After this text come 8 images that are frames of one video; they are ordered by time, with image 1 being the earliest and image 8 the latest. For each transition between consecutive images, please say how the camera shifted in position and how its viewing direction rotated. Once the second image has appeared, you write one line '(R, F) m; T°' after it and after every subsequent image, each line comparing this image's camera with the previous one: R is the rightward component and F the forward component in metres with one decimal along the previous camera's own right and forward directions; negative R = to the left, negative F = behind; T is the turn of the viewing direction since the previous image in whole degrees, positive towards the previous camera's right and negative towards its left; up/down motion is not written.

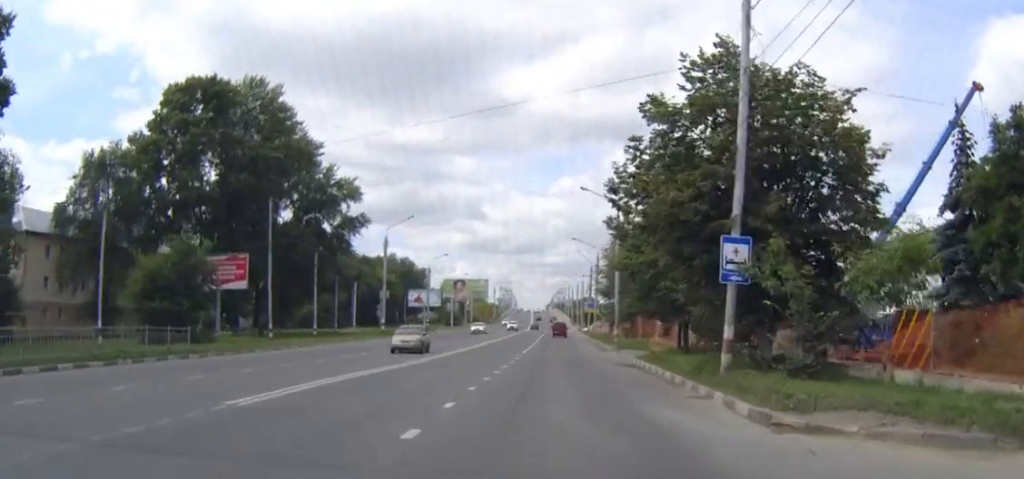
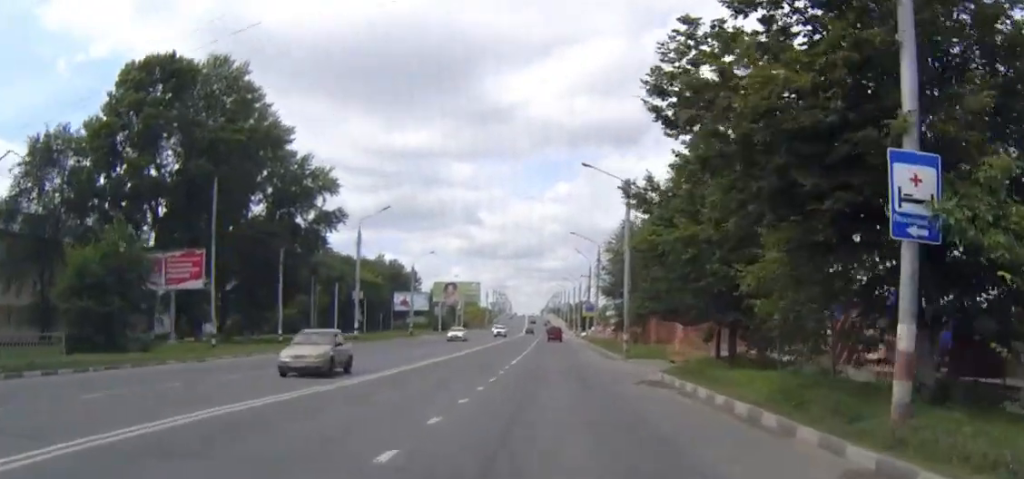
(0.0, +9.7) m; 0°
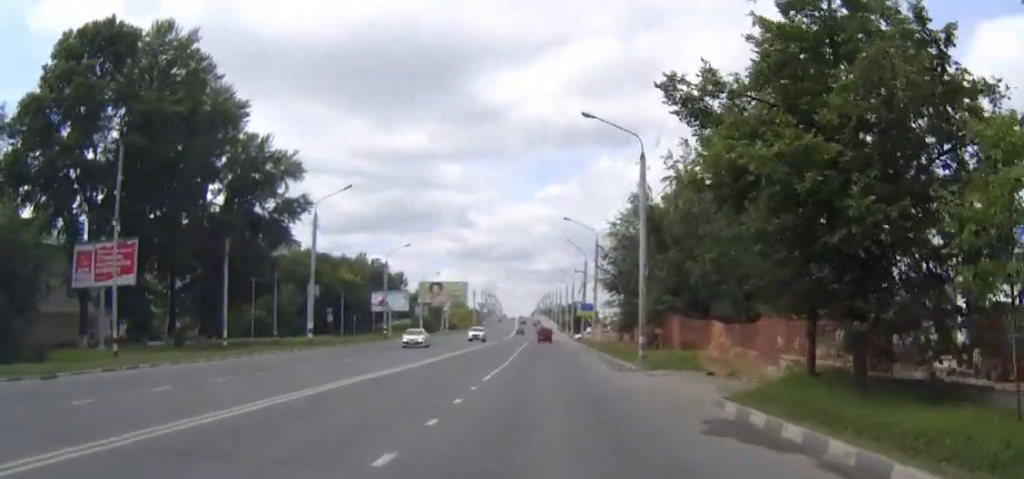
(0.0, +11.3) m; 0°
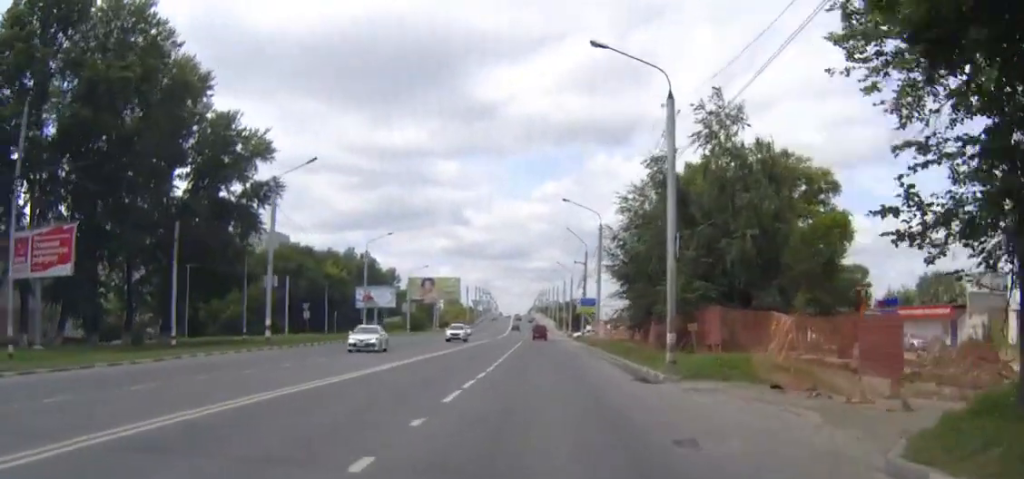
(0.0, +8.8) m; 0°
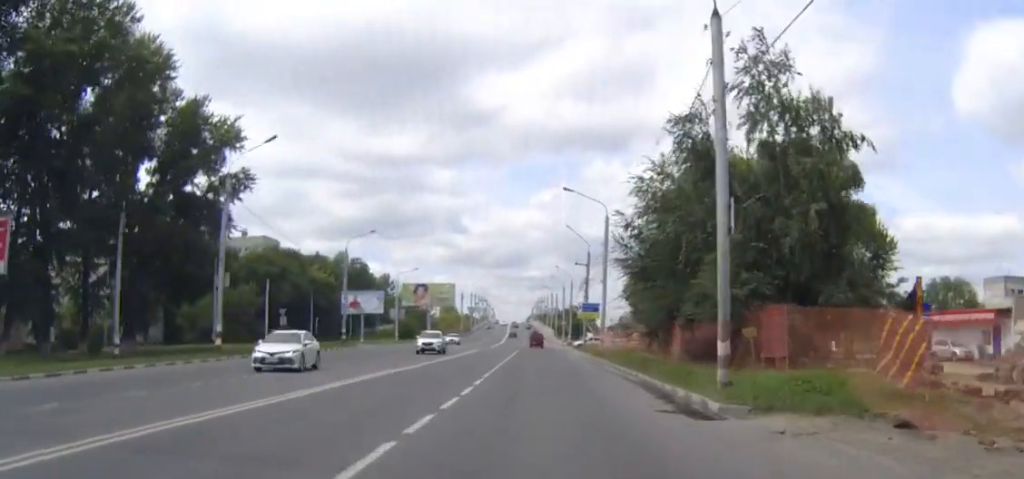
(0.0, +7.9) m; 0°
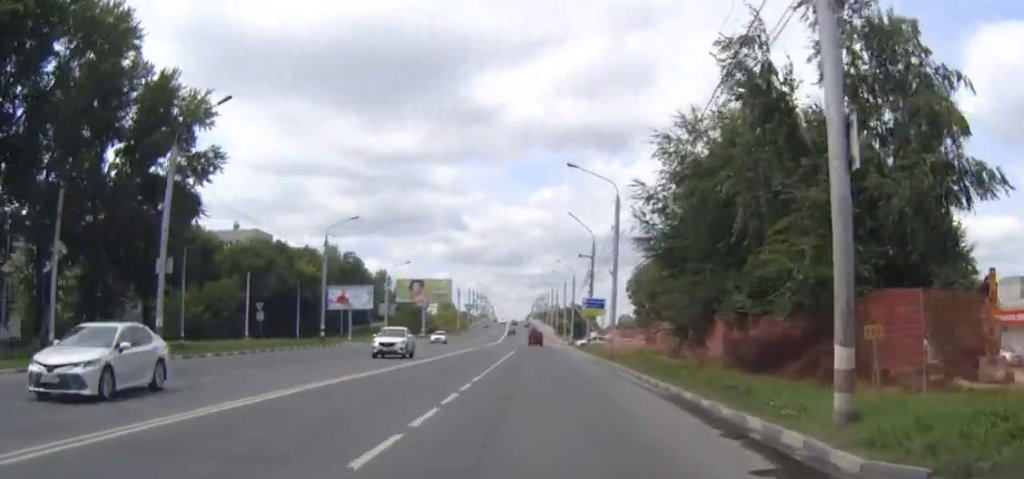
(0.0, +7.3) m; 0°
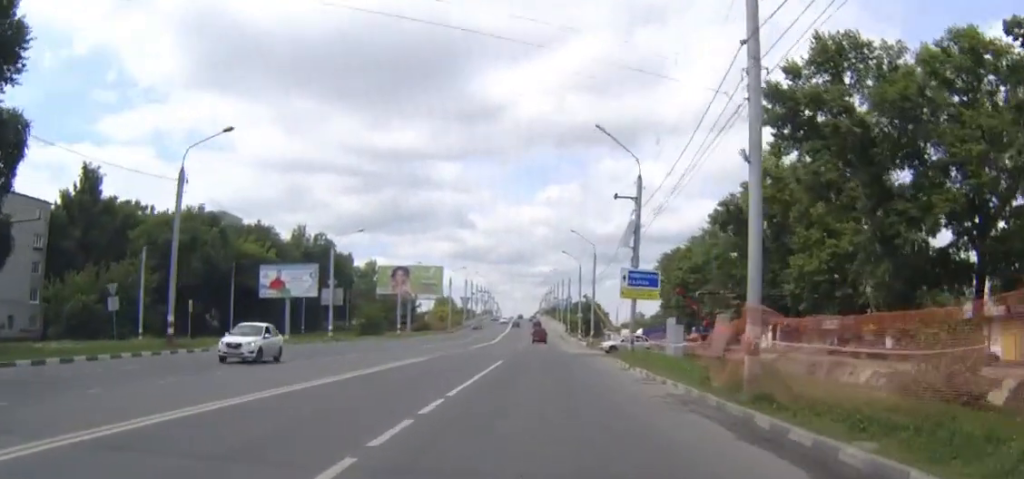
(0.0, +30.4) m; 0°
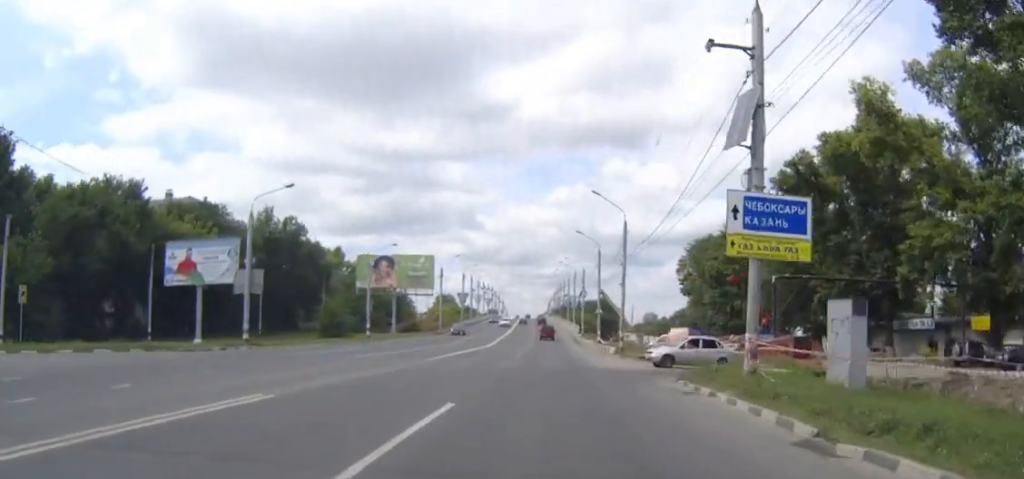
(-0.1, +23.4) m; -1°
